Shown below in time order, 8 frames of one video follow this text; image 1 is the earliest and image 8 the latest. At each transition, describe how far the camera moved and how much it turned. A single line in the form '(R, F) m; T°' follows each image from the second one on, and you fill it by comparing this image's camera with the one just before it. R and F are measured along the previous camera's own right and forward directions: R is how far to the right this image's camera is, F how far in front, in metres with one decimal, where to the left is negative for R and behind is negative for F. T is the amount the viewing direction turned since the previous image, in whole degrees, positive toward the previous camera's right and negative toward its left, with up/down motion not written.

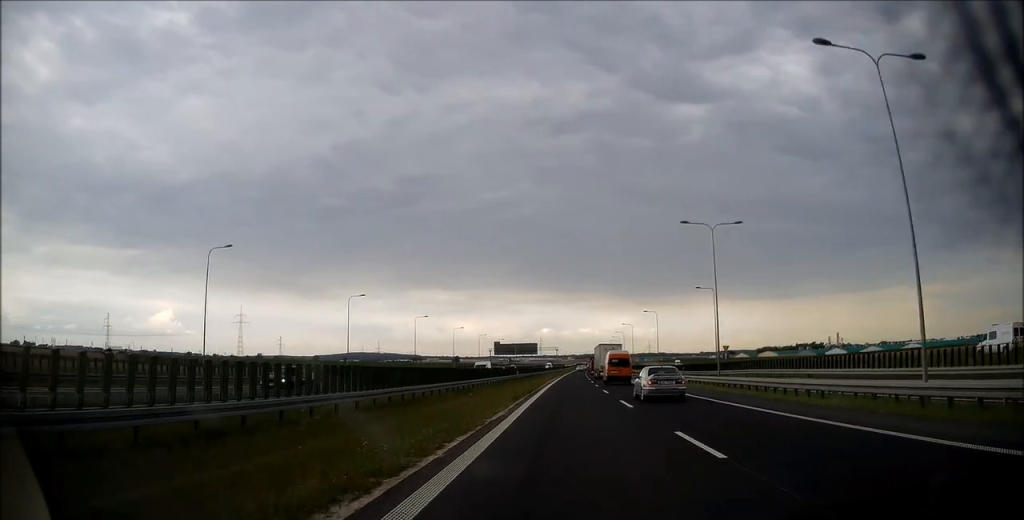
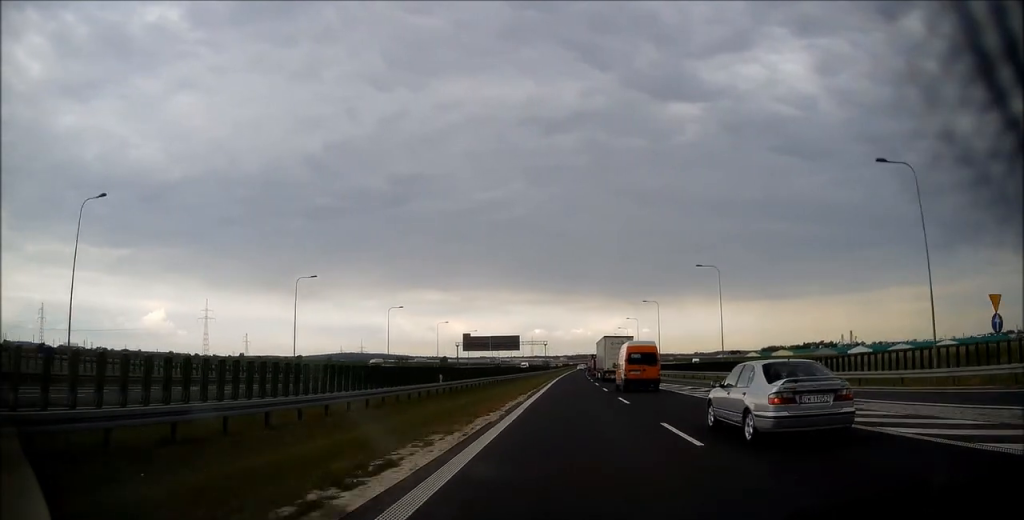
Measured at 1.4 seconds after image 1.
(+0.3, +46.6) m; +1°
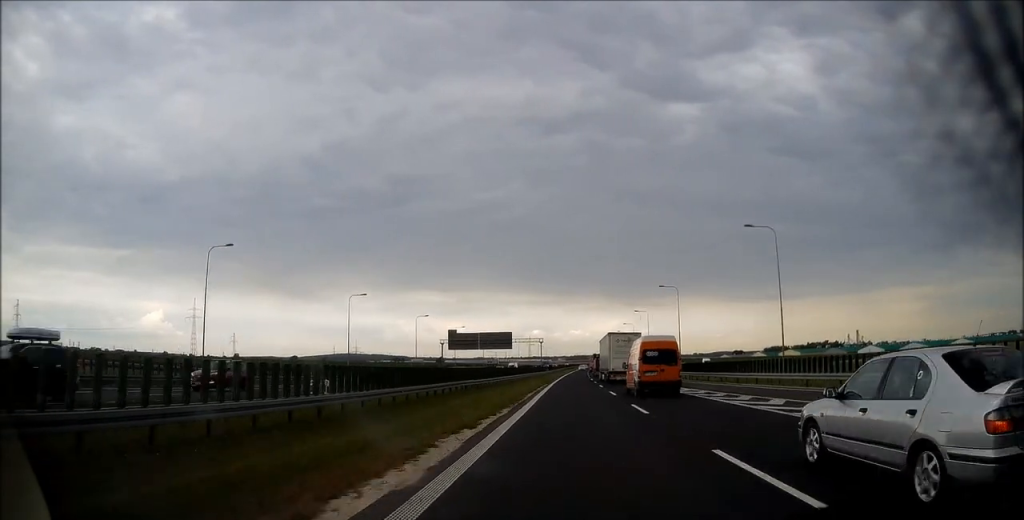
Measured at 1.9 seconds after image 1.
(0.0, +16.7) m; 0°
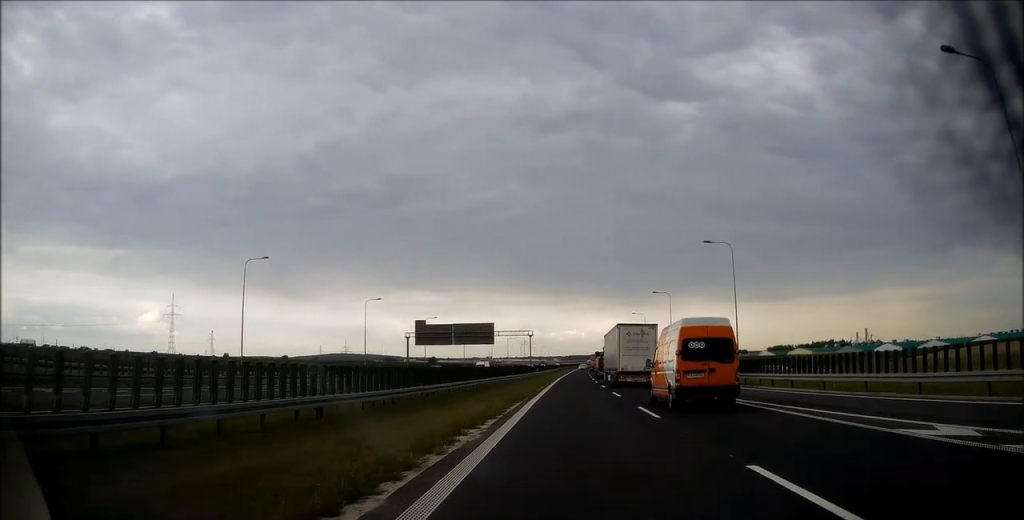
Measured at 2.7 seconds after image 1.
(0.0, +25.7) m; 0°
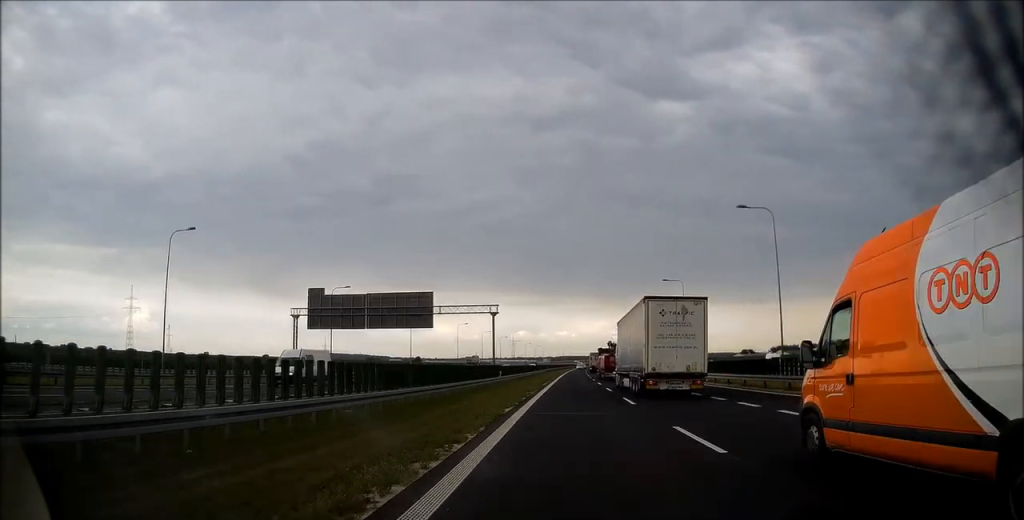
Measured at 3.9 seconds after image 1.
(+0.2, +42.5) m; +1°
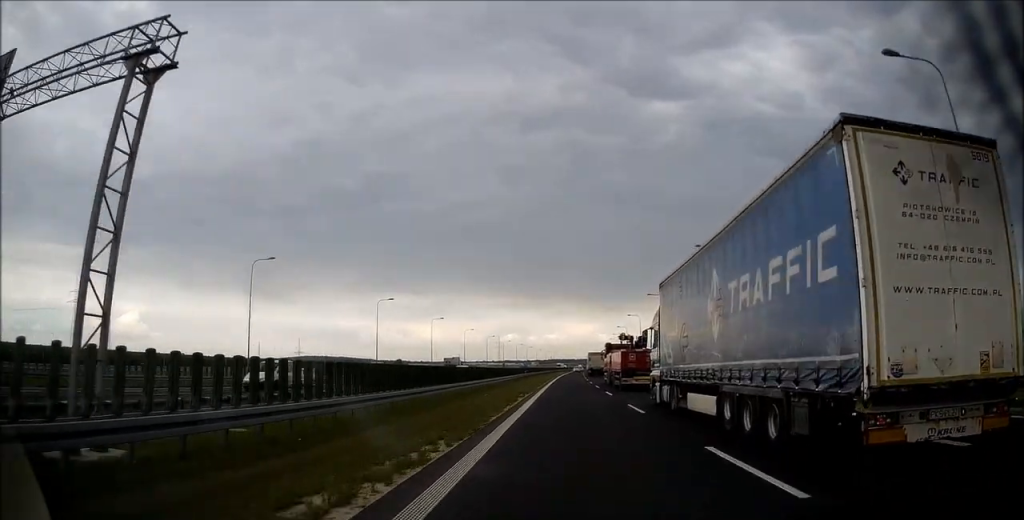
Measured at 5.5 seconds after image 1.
(+0.6, +51.5) m; +1°
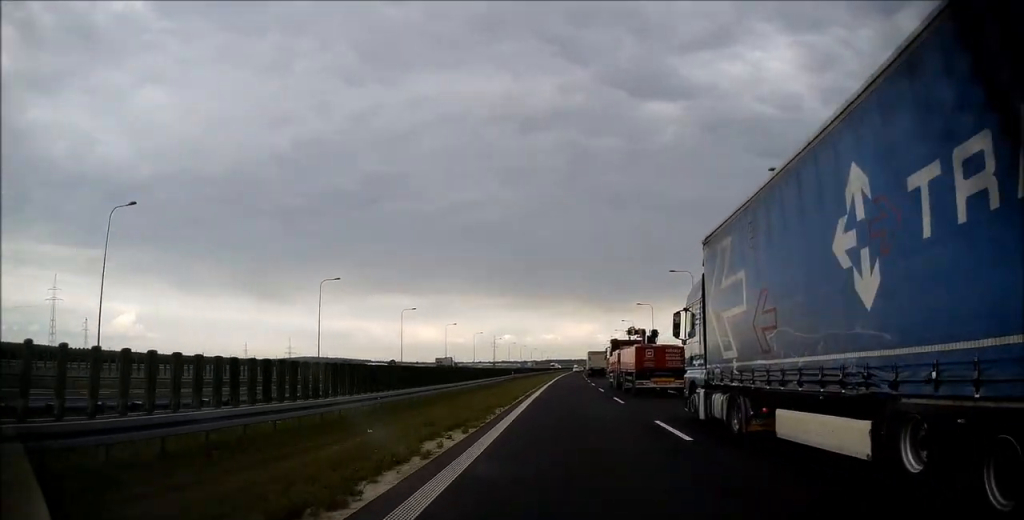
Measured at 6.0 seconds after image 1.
(+0.1, +19.0) m; 0°
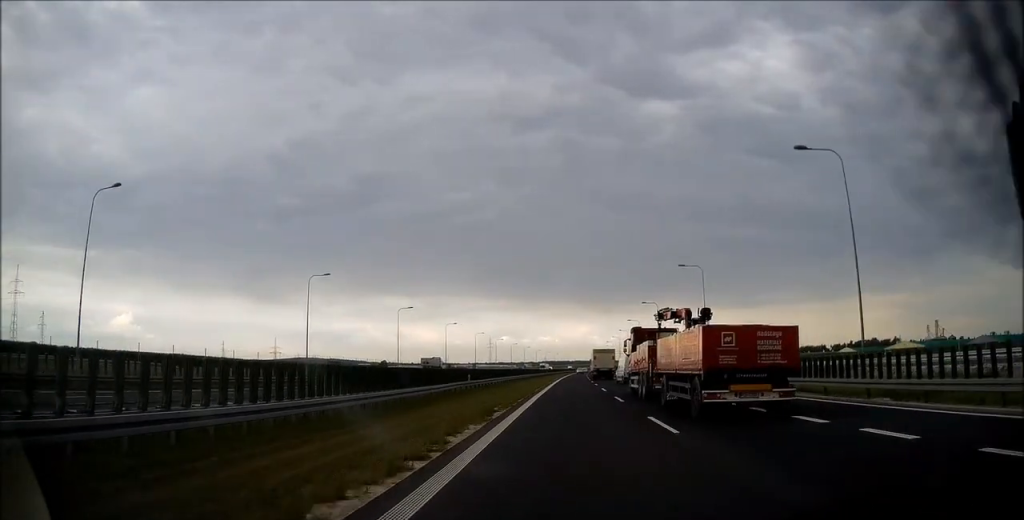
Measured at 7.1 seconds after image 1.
(0.0, +34.8) m; 0°
